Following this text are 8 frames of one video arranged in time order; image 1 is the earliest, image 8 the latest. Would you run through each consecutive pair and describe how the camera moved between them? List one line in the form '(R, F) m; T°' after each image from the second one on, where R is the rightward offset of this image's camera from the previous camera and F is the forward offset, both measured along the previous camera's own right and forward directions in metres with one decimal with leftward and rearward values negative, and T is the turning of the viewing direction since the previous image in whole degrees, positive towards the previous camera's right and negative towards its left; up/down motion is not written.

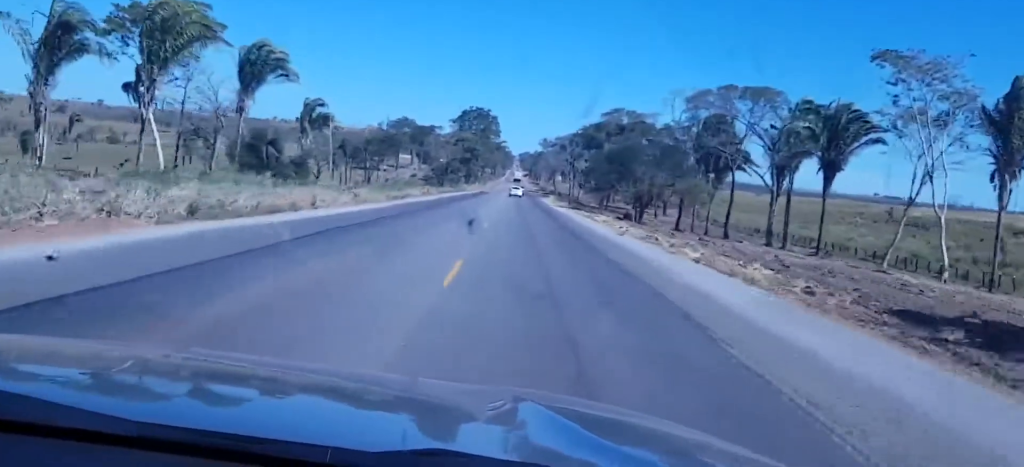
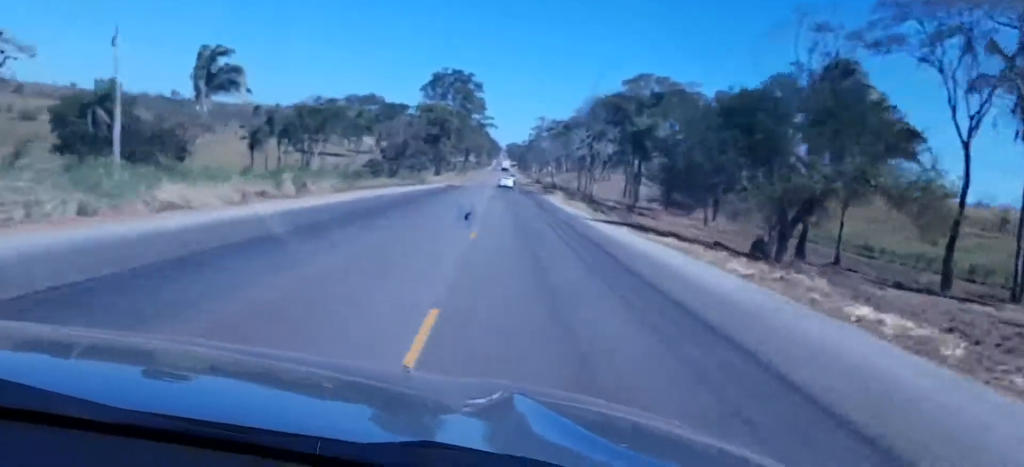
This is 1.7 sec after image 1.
(+0.6, +55.7) m; +1°
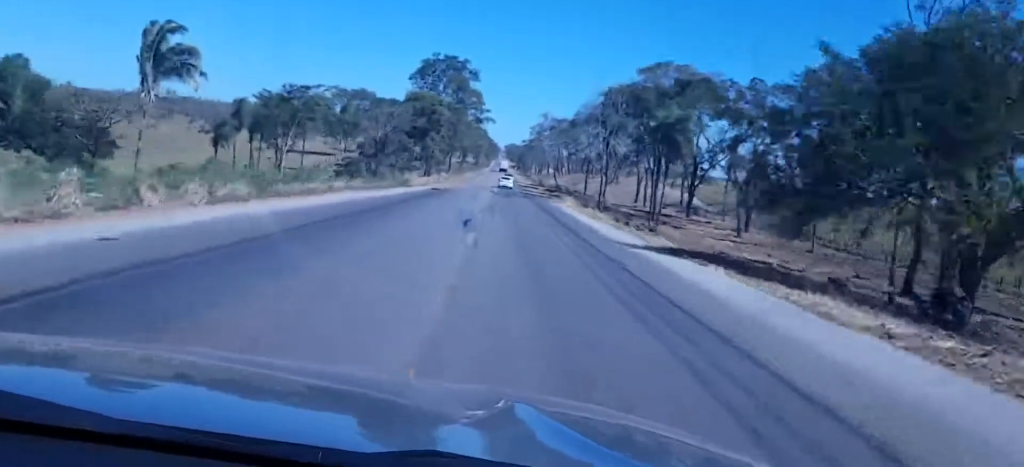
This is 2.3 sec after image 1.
(-0.2, +18.9) m; 0°
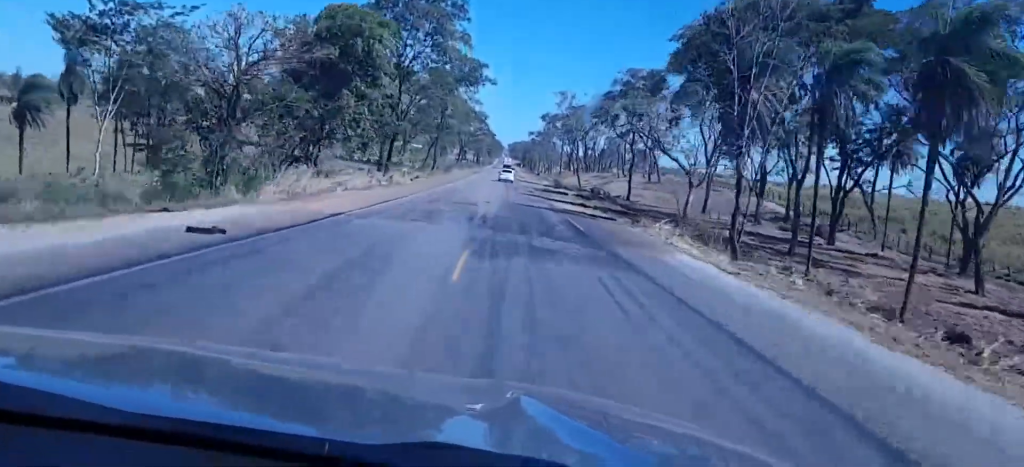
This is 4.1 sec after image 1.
(+0.8, +54.0) m; +2°
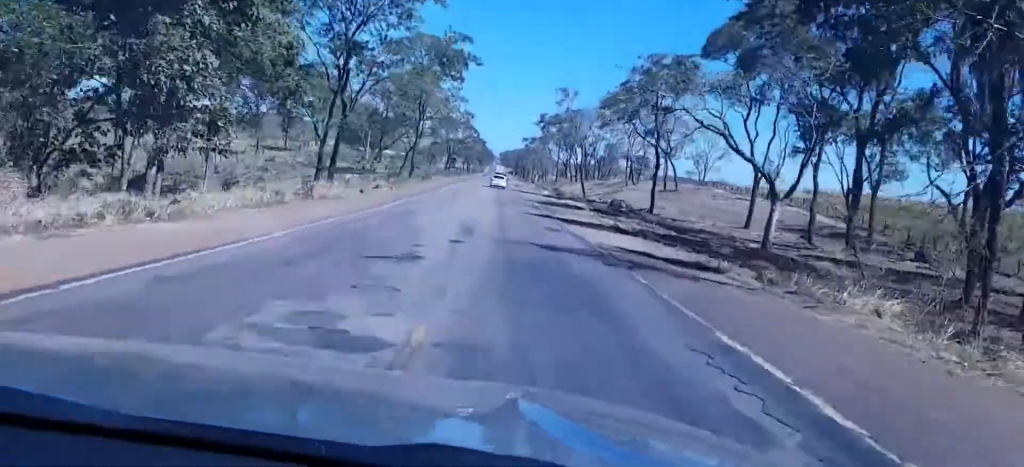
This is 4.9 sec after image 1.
(0.0, +24.0) m; +1°
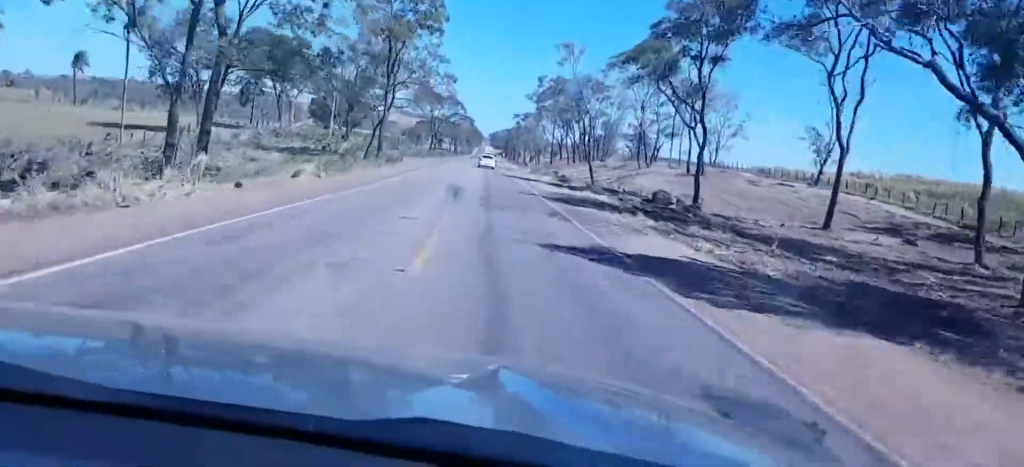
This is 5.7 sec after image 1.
(+0.6, +25.1) m; -1°
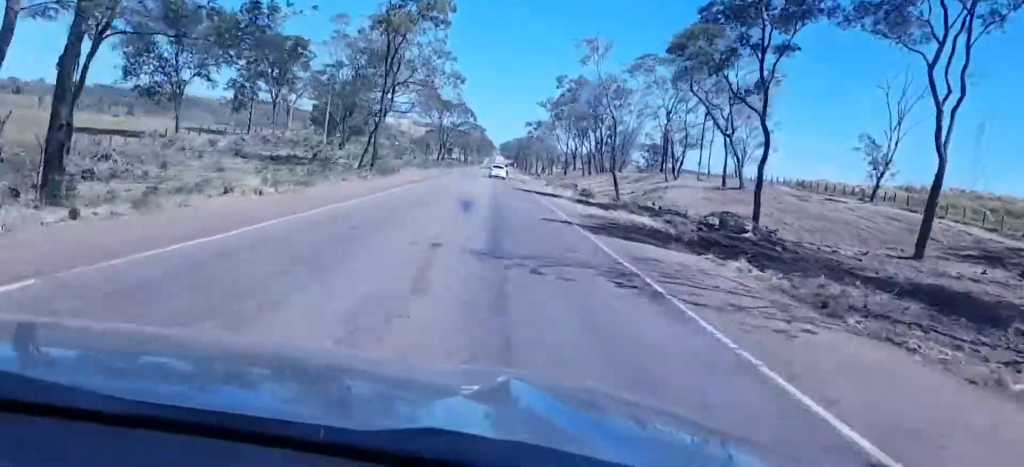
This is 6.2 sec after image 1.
(-0.5, +13.2) m; -1°
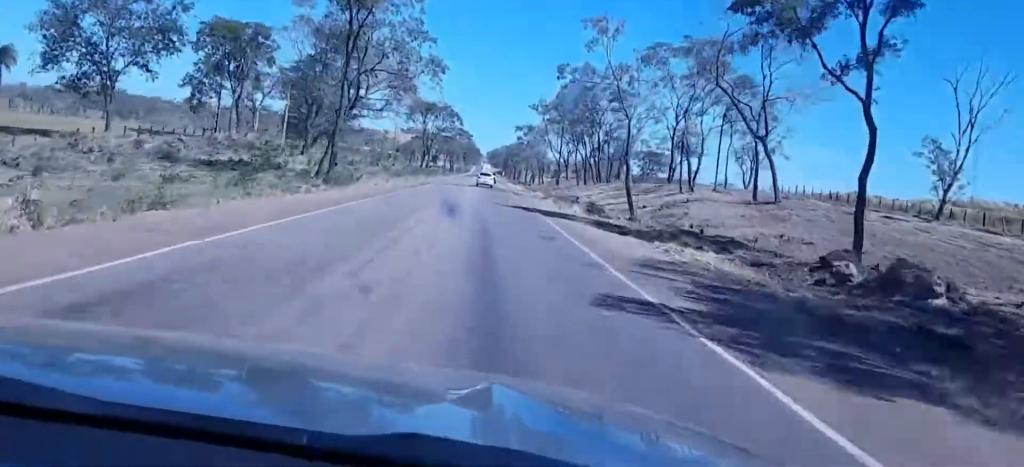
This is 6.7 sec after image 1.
(-0.5, +16.8) m; -1°
